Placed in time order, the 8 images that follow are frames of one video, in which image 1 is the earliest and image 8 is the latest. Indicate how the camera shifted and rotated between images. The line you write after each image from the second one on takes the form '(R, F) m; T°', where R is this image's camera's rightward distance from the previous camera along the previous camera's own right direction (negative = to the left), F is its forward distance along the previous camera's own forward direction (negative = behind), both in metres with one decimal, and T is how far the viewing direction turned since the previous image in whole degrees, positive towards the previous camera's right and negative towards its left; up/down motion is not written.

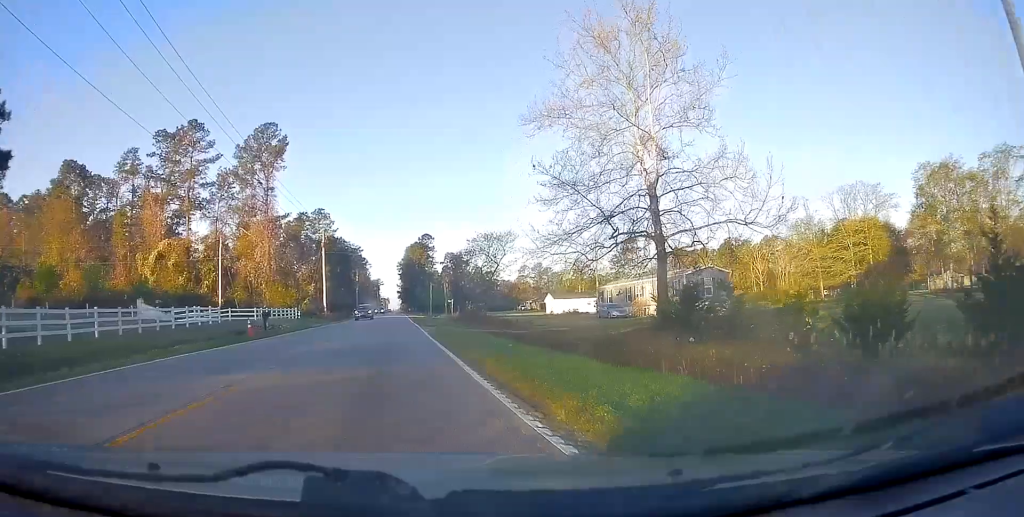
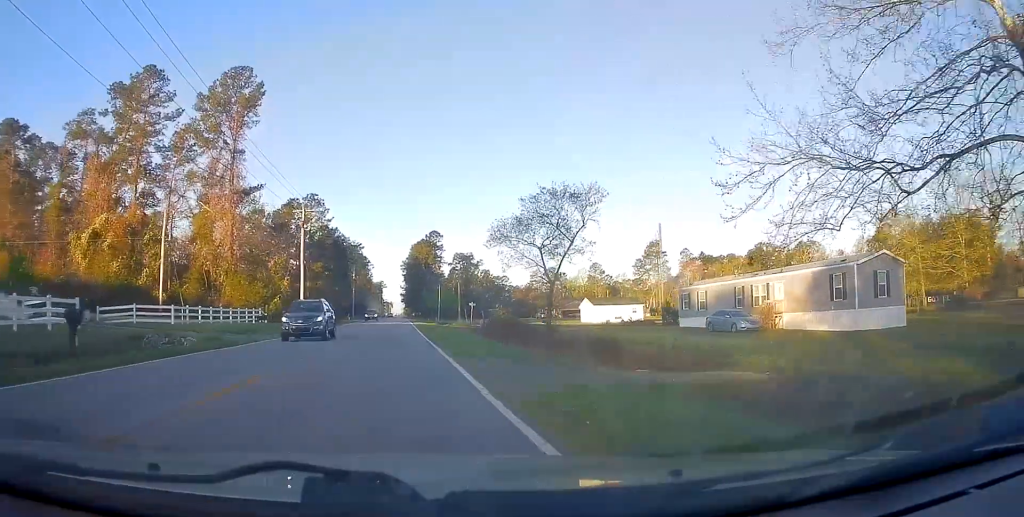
(+0.1, +21.8) m; 0°
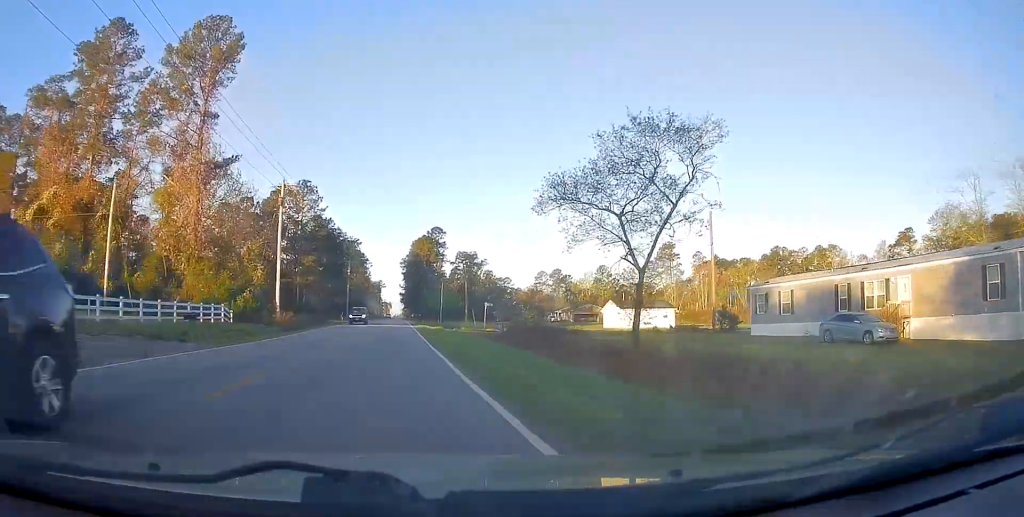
(+0.1, +12.0) m; 0°
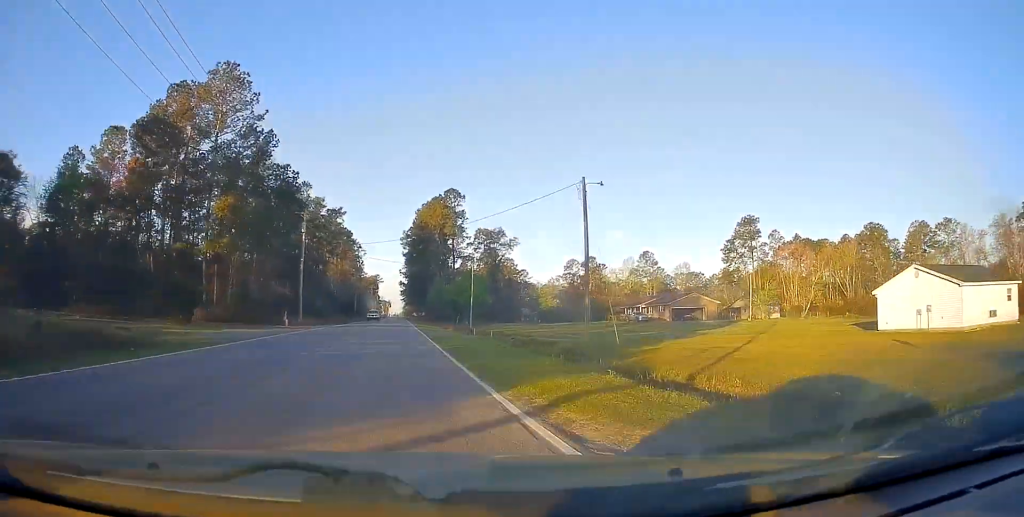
(-1.1, +55.9) m; -1°
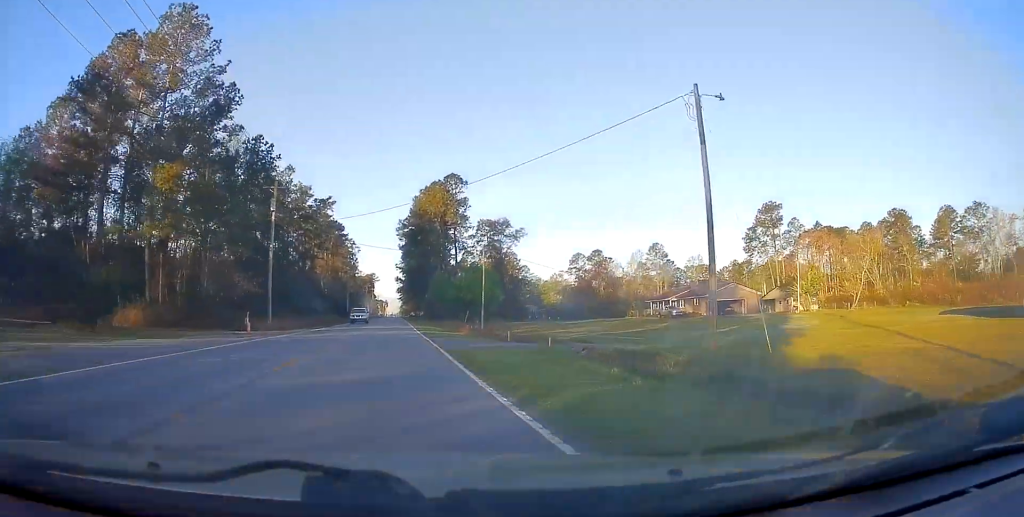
(+0.3, +13.4) m; 0°
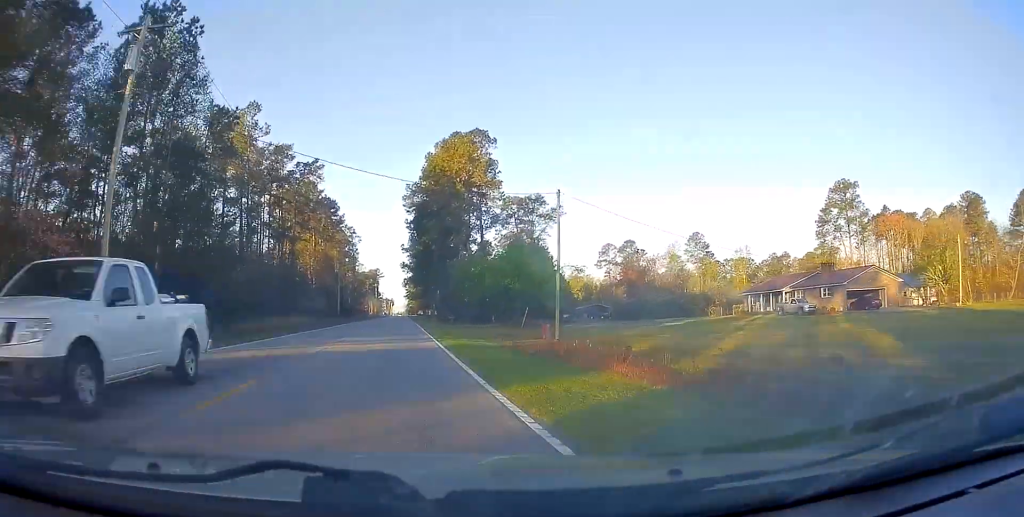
(+0.2, +28.7) m; -1°
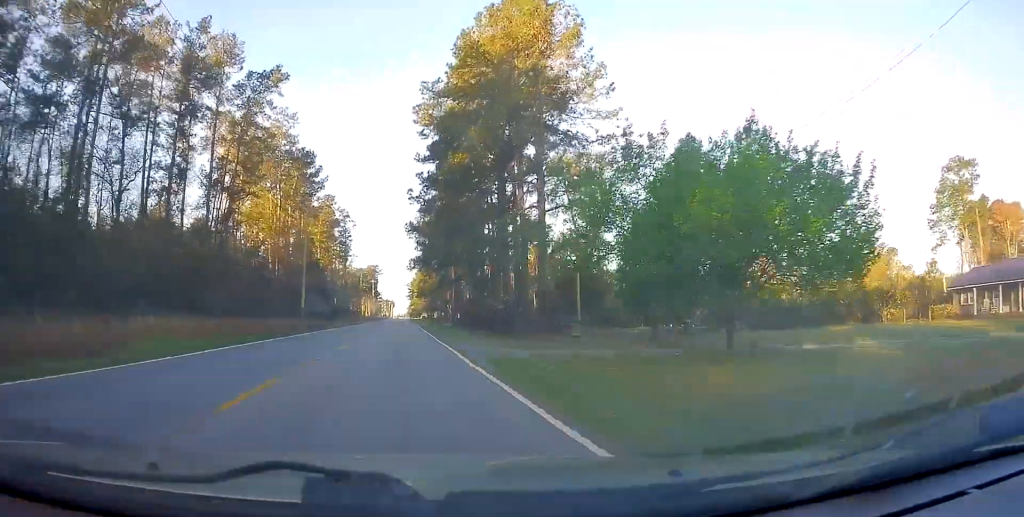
(-0.5, +35.9) m; 0°
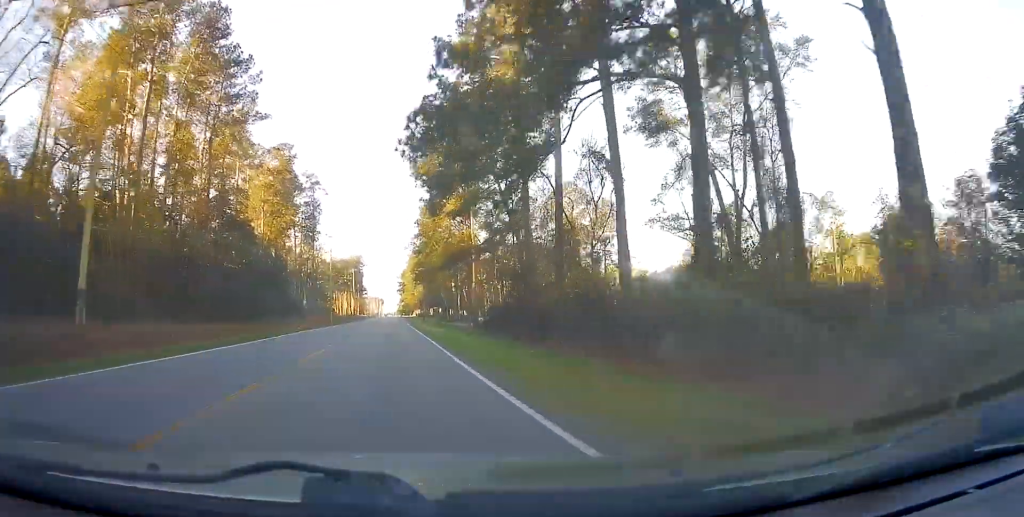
(+0.2, +42.2) m; +1°
